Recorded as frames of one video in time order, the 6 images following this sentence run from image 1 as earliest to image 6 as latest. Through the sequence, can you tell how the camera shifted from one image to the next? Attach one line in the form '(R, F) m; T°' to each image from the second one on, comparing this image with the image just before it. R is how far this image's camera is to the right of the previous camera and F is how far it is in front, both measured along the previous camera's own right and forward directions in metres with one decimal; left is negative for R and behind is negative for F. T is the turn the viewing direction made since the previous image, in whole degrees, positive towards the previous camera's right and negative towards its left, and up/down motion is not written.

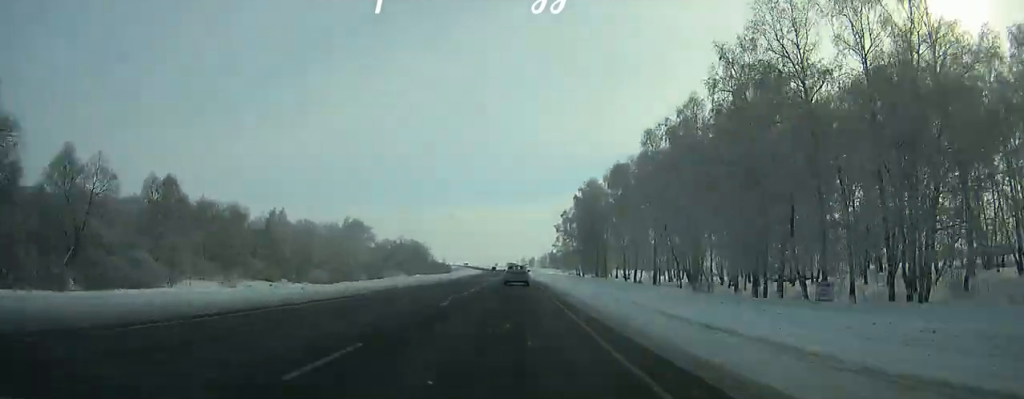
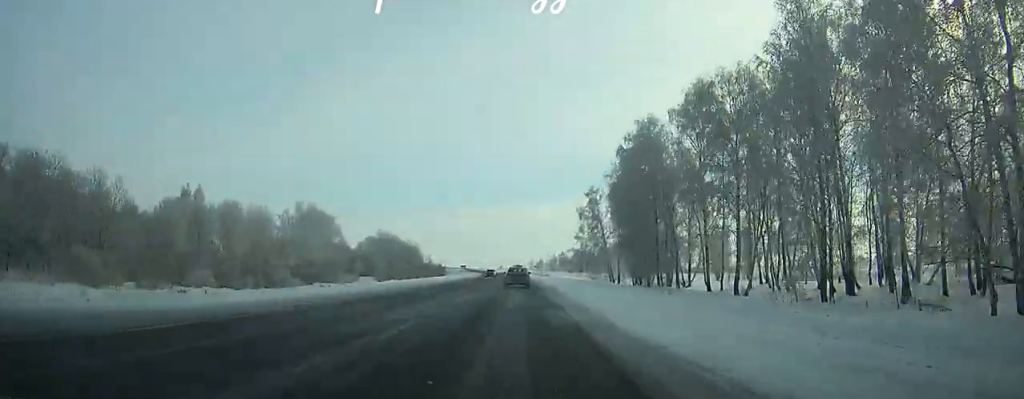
(-0.3, +44.2) m; -1°
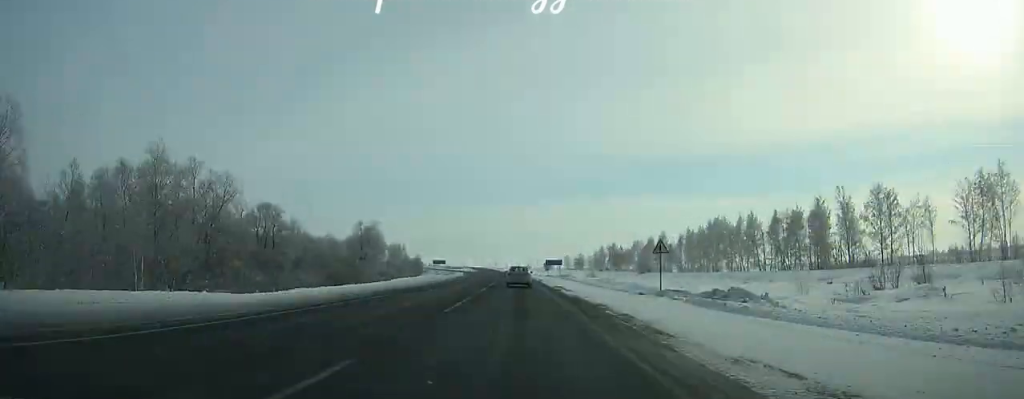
(-3.1, +126.2) m; -3°
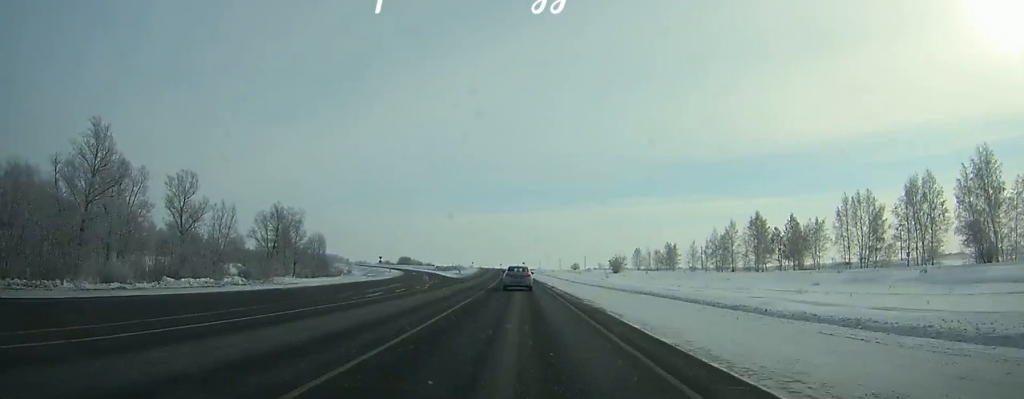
(-4.9, +148.4) m; -3°
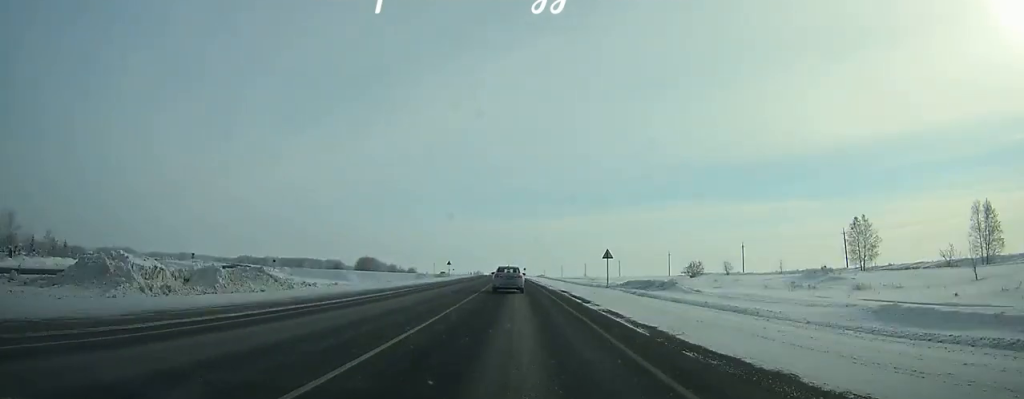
(-3.9, +156.4) m; -3°
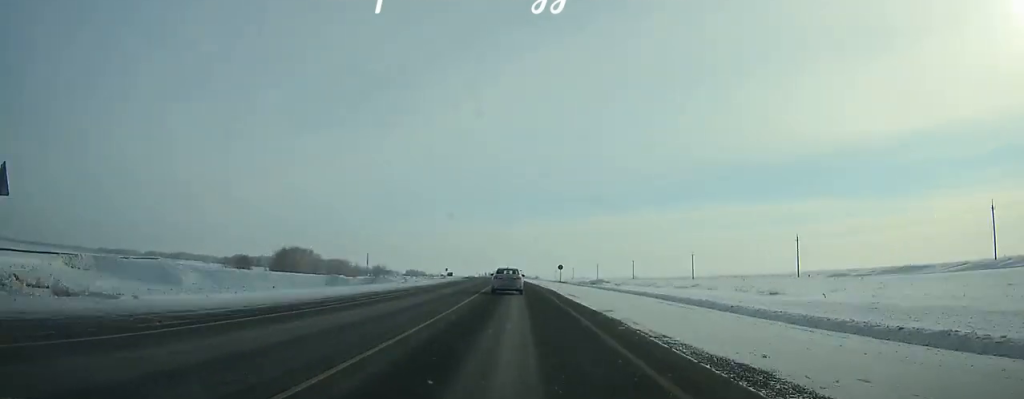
(-1.5, +94.6) m; -3°
